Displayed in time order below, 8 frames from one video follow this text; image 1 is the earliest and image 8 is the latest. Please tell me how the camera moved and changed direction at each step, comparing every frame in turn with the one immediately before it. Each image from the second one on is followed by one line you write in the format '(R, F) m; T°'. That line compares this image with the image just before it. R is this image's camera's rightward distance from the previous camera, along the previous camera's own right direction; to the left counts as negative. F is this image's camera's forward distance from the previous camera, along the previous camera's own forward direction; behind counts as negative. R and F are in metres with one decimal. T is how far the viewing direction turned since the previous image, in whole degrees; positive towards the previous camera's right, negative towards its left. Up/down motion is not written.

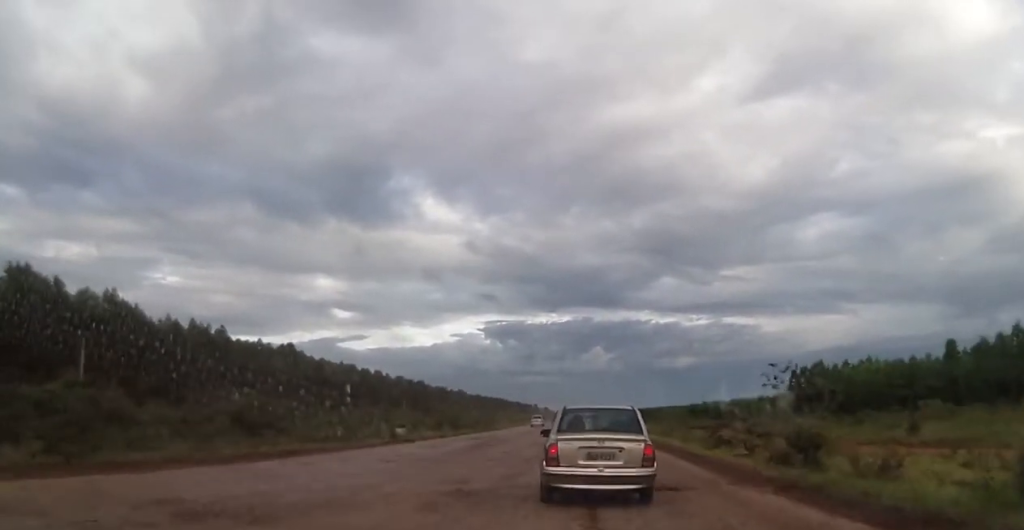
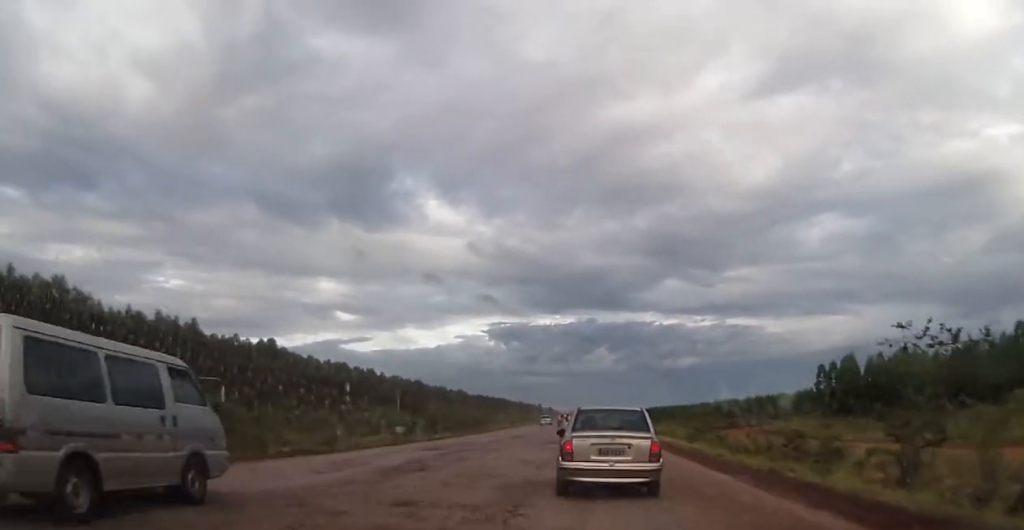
(-0.1, +13.4) m; 0°
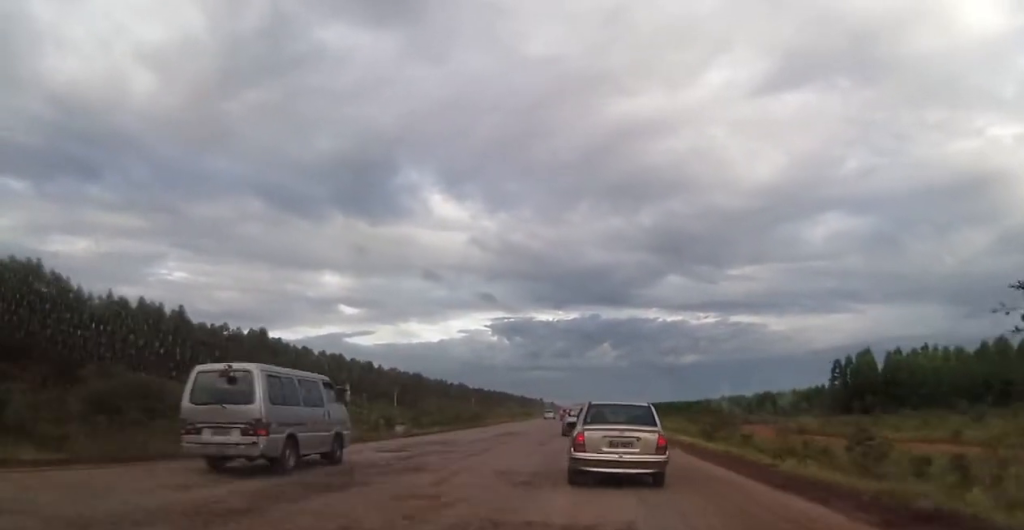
(+0.1, +5.5) m; +1°
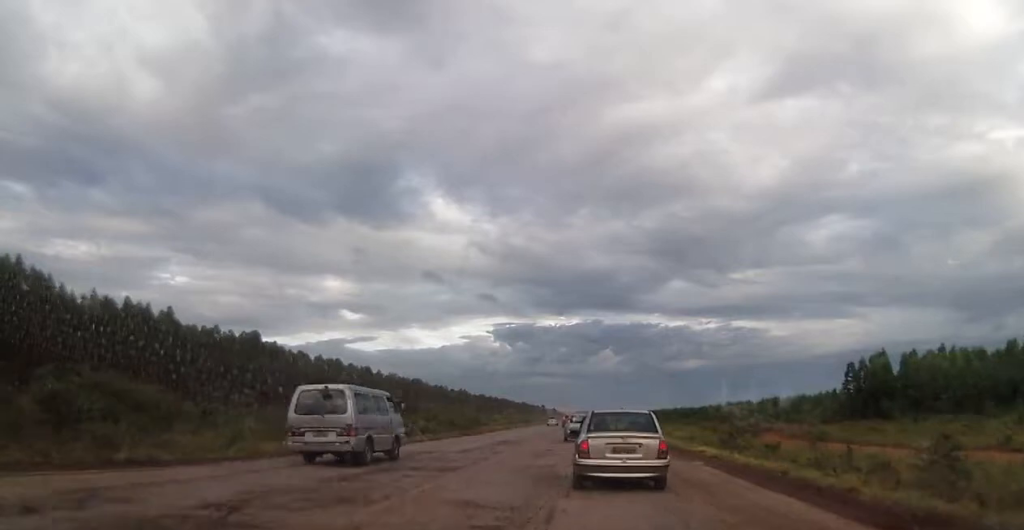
(0.0, +4.1) m; +1°
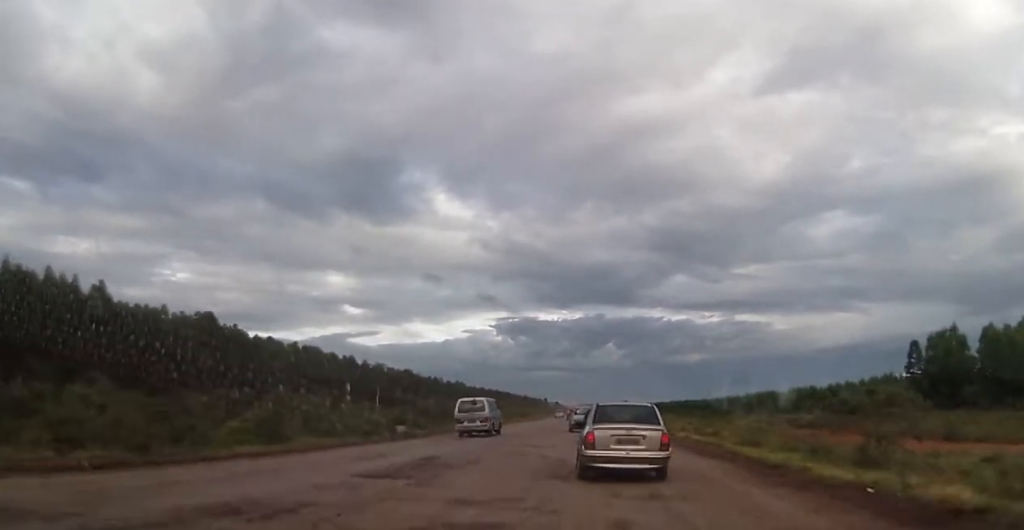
(-0.1, +17.0) m; -3°
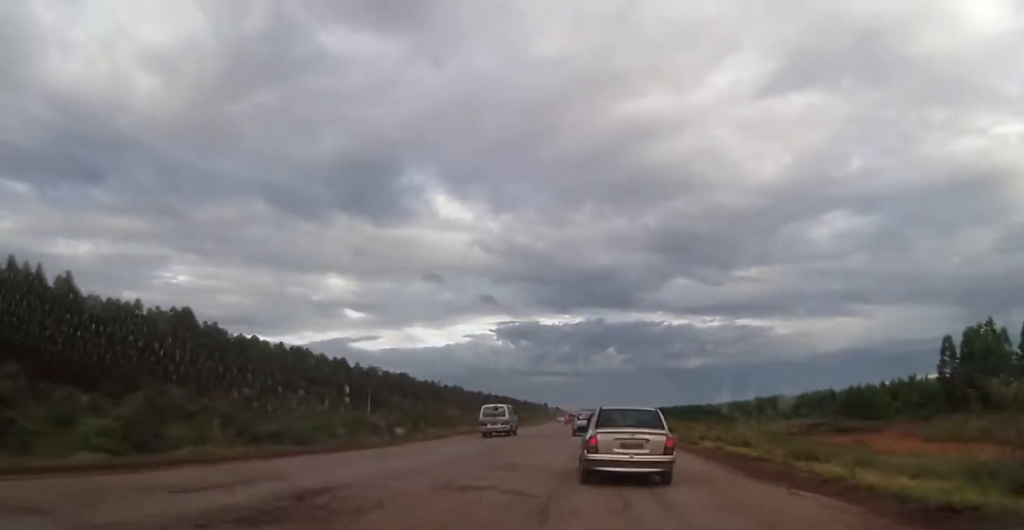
(-0.1, +6.9) m; 0°
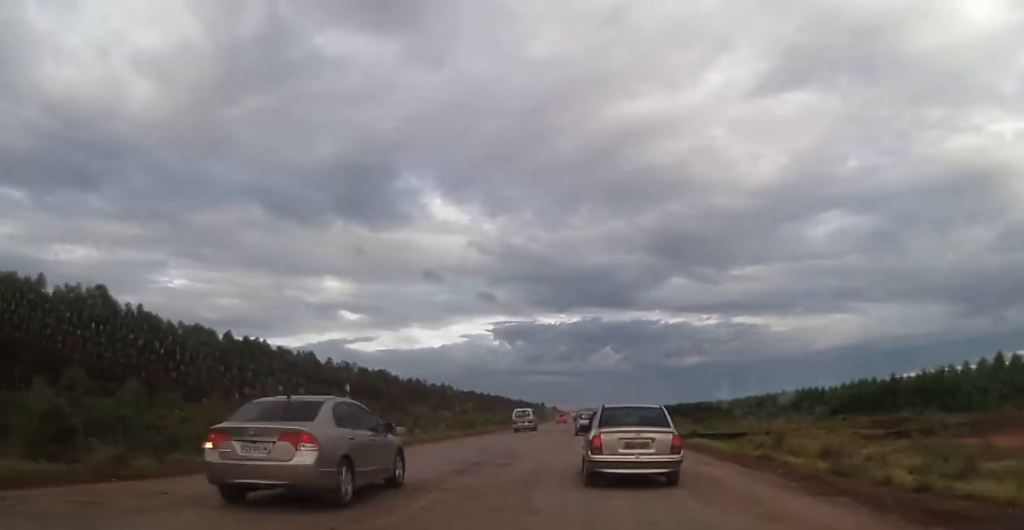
(+0.7, +20.2) m; 0°
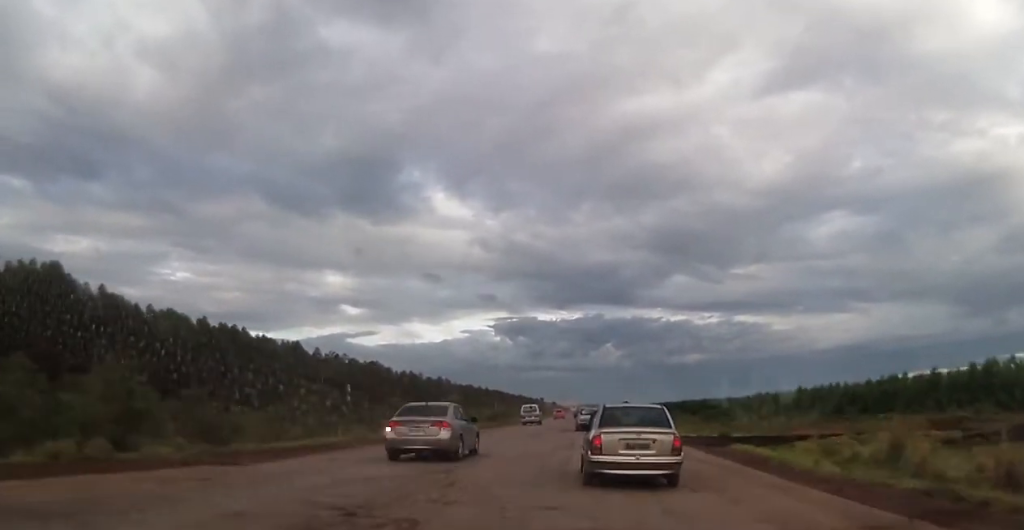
(-0.6, +9.3) m; -1°
